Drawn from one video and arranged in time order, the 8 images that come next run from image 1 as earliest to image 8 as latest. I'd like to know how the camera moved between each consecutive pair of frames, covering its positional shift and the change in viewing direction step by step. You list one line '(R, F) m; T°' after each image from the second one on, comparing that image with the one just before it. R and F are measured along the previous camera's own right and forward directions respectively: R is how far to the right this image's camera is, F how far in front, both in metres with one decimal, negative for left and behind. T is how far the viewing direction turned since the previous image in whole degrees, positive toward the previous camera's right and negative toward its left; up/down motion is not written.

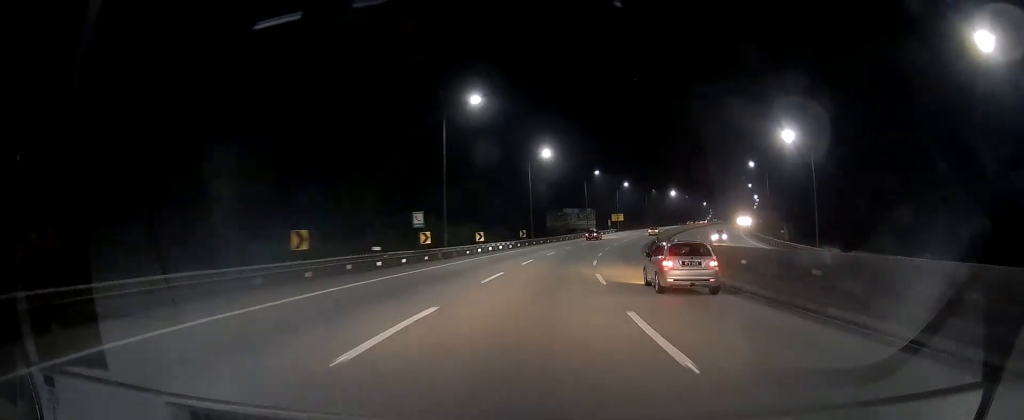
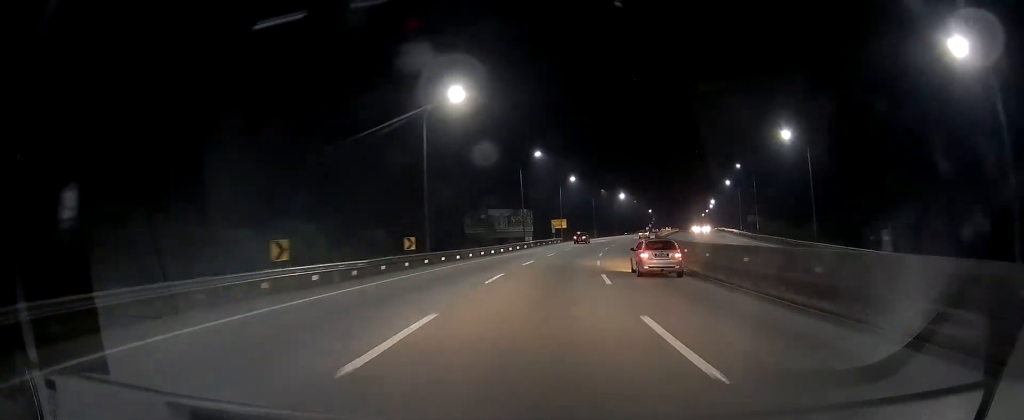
(+2.5, +36.8) m; +8°
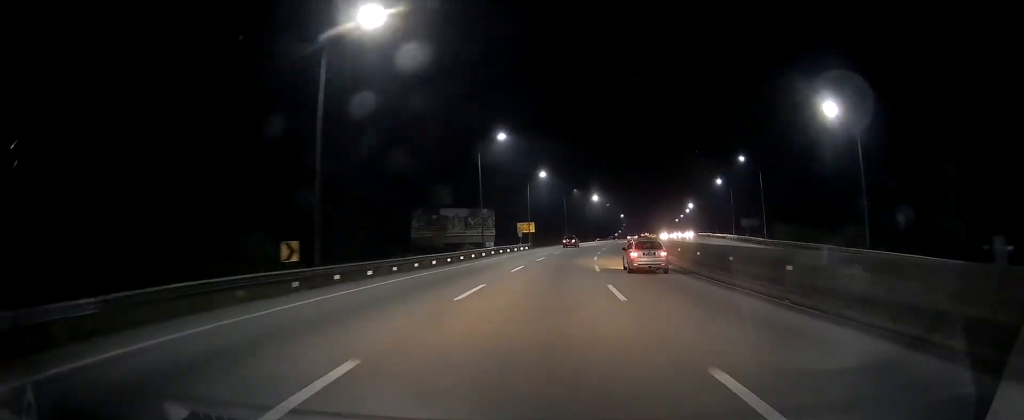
(+0.8, +16.6) m; +3°
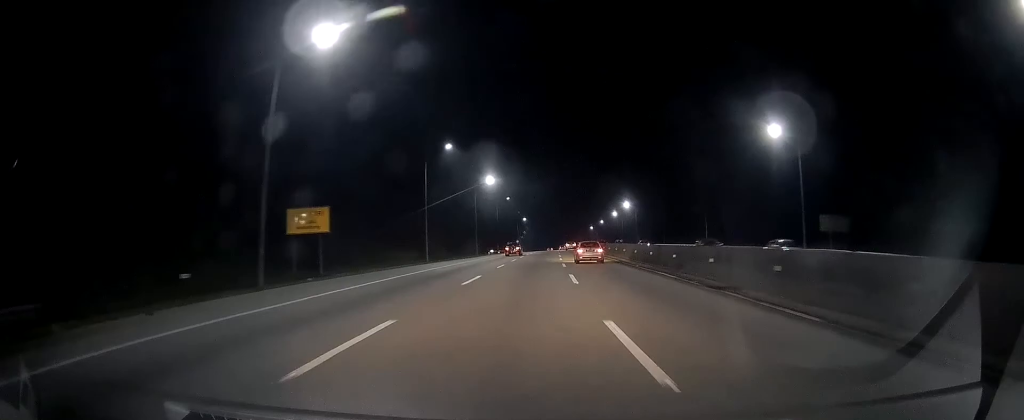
(+6.3, +68.5) m; +11°
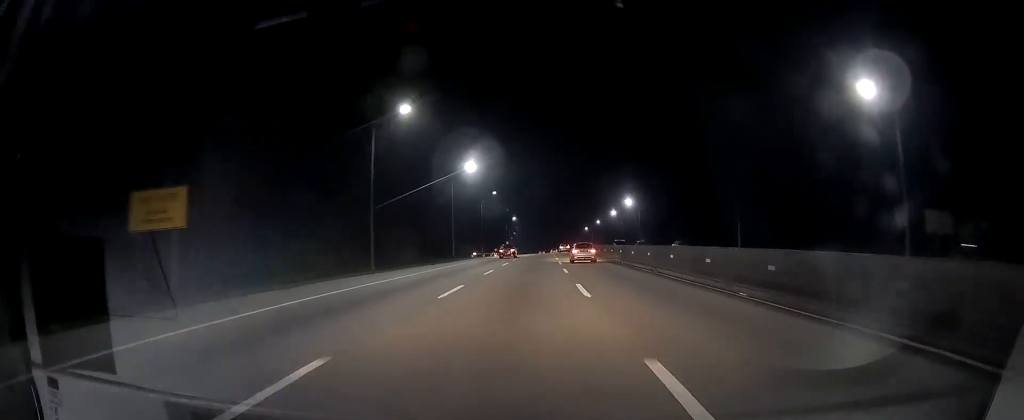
(+0.4, +17.9) m; +2°
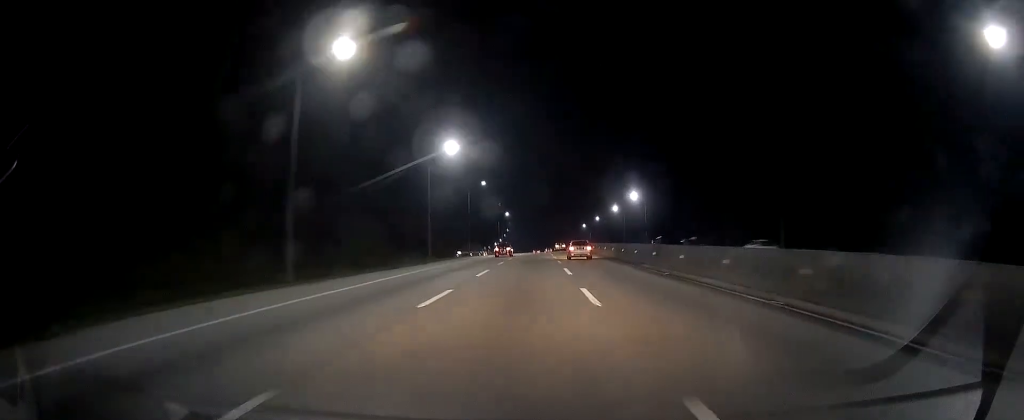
(+0.4, +14.5) m; 0°
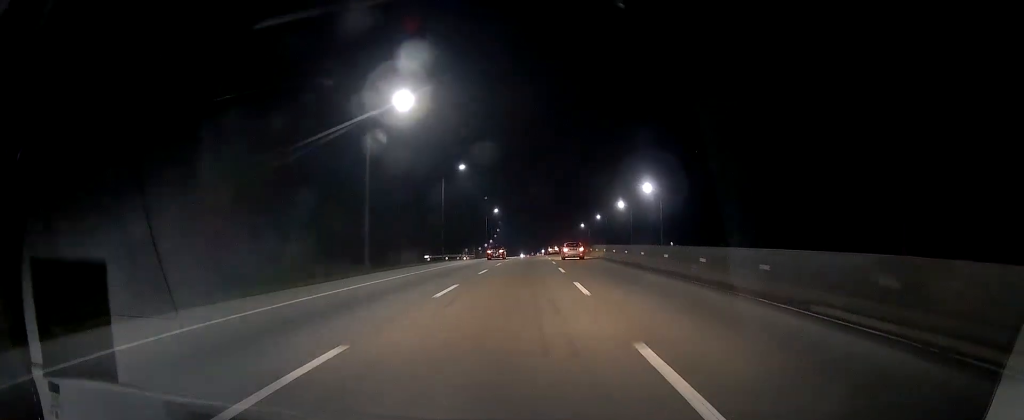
(-0.1, +22.0) m; +1°
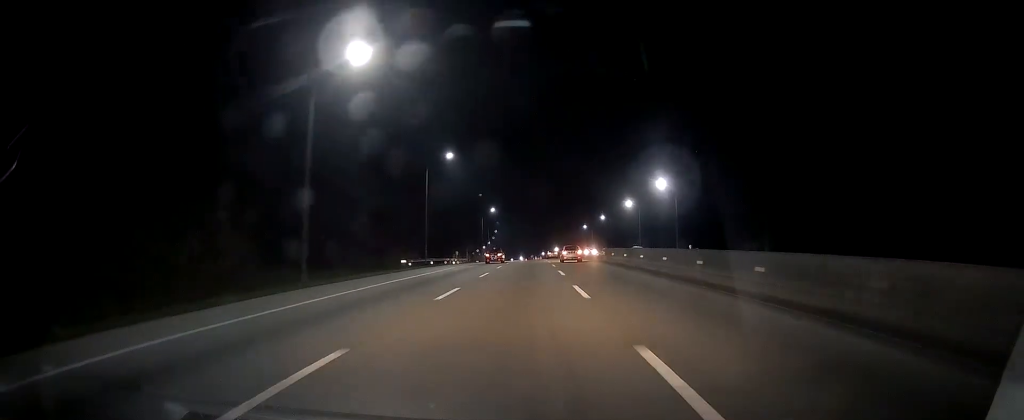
(-0.1, +11.8) m; 0°
